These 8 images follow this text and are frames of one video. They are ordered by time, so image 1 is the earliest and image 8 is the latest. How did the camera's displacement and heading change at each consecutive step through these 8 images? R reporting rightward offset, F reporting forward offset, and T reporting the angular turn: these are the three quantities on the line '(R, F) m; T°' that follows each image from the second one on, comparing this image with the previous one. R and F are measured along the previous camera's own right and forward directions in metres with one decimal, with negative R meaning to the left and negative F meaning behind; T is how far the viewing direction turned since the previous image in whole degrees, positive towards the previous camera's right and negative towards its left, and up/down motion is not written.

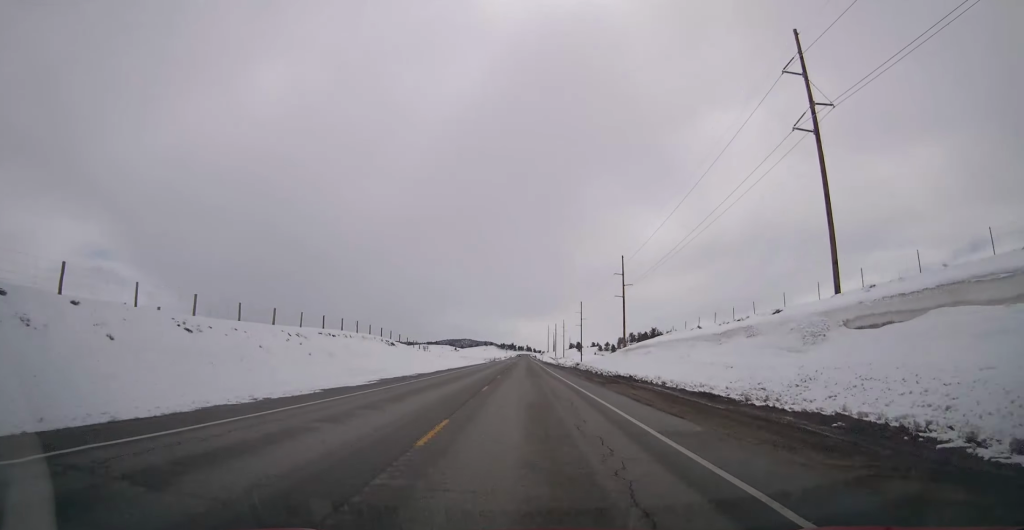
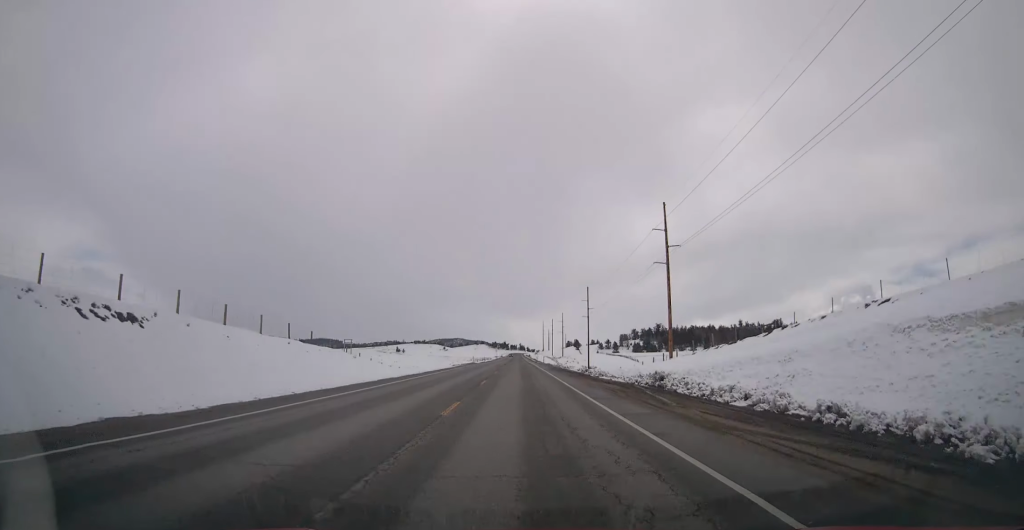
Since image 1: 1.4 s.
(-0.4, +44.2) m; 0°
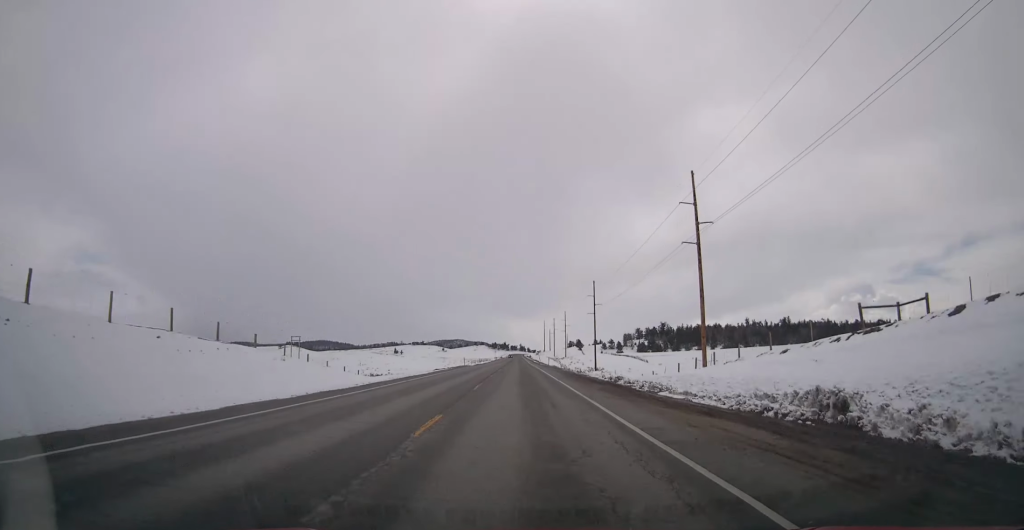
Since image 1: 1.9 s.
(+0.1, +15.1) m; 0°
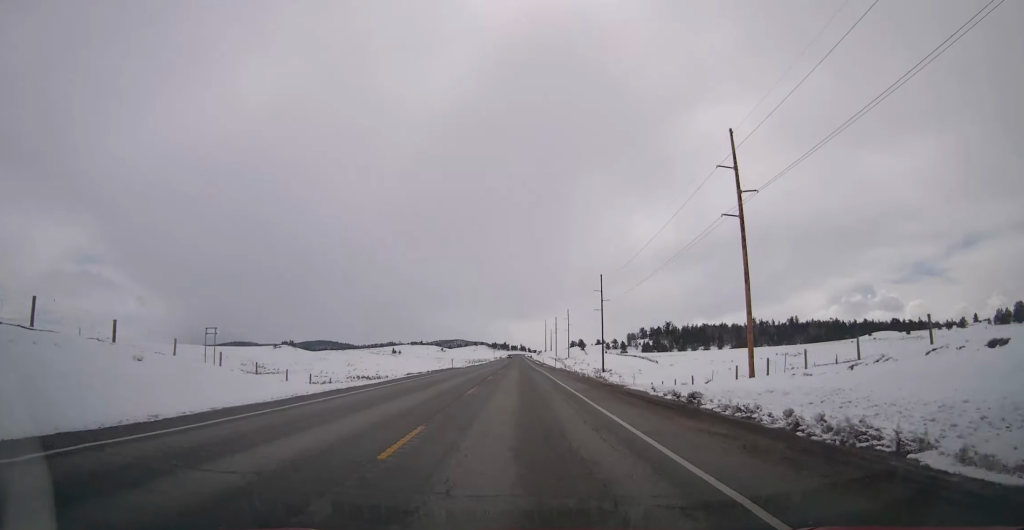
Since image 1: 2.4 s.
(+0.1, +14.4) m; 0°
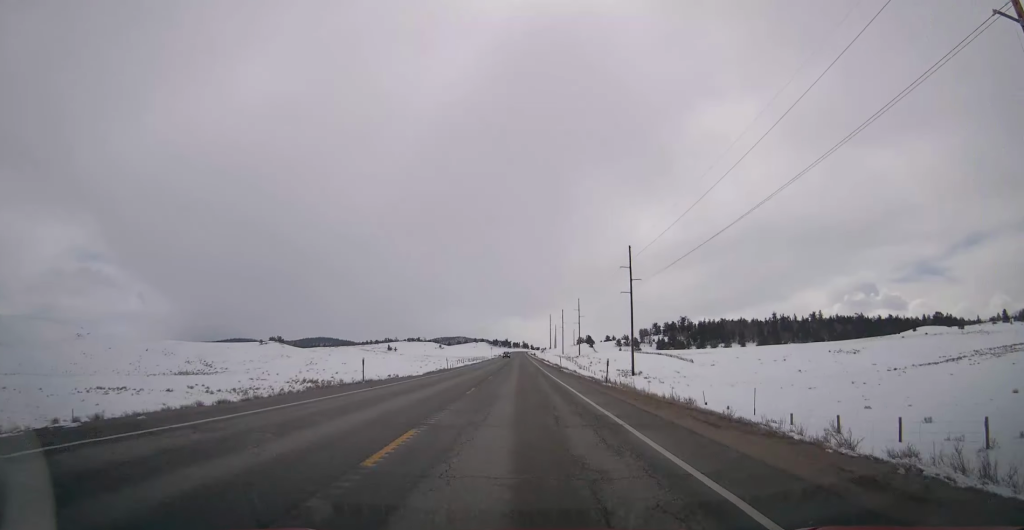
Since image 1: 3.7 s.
(0.0, +37.3) m; 0°
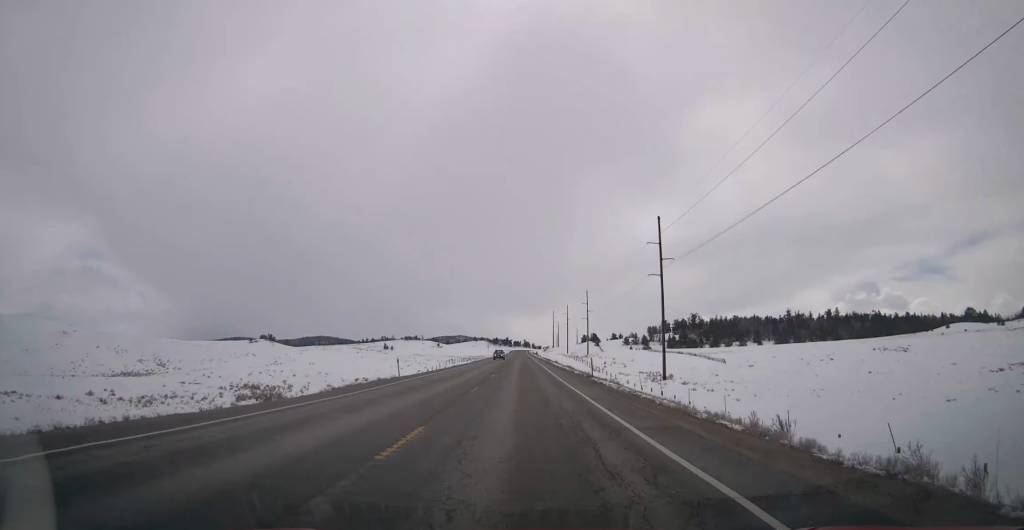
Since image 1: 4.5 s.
(0.0, +23.6) m; -1°
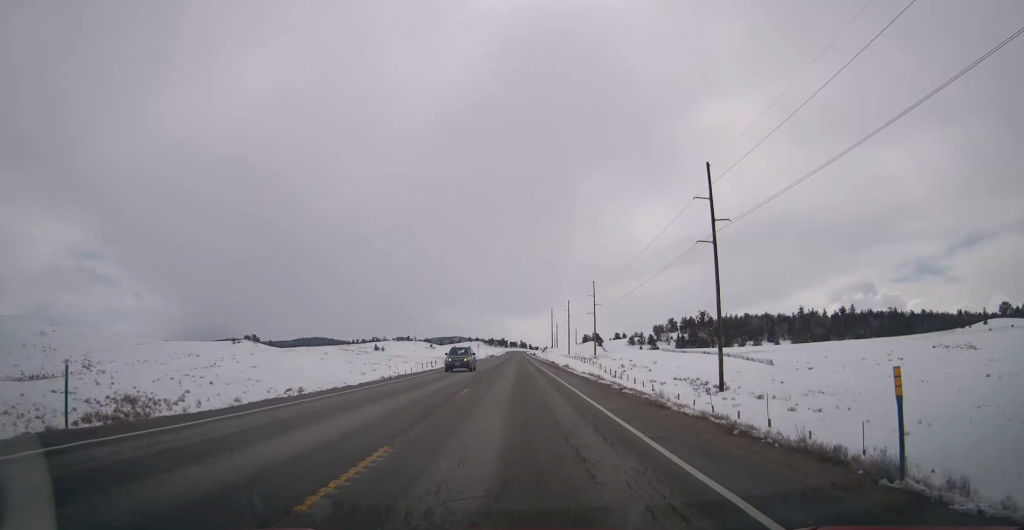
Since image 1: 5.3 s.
(-0.4, +26.0) m; 0°
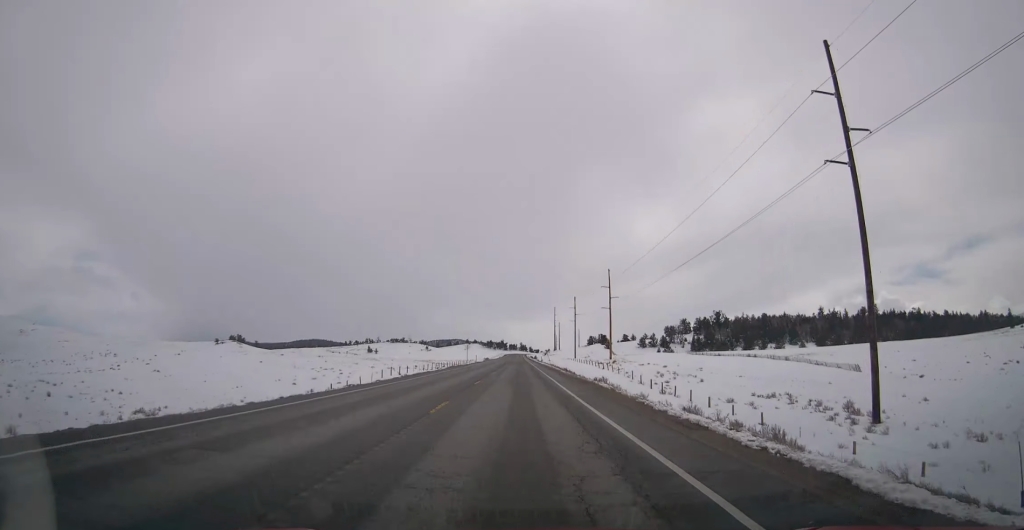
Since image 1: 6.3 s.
(+0.3, +29.5) m; +1°
